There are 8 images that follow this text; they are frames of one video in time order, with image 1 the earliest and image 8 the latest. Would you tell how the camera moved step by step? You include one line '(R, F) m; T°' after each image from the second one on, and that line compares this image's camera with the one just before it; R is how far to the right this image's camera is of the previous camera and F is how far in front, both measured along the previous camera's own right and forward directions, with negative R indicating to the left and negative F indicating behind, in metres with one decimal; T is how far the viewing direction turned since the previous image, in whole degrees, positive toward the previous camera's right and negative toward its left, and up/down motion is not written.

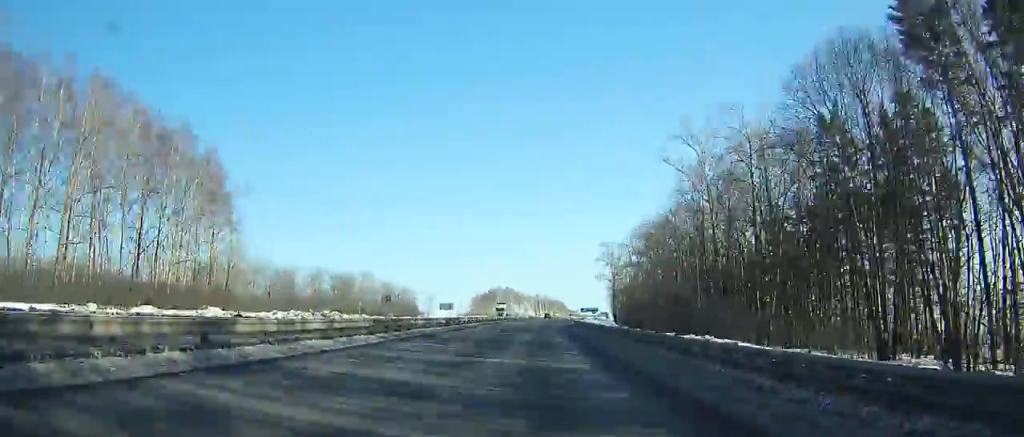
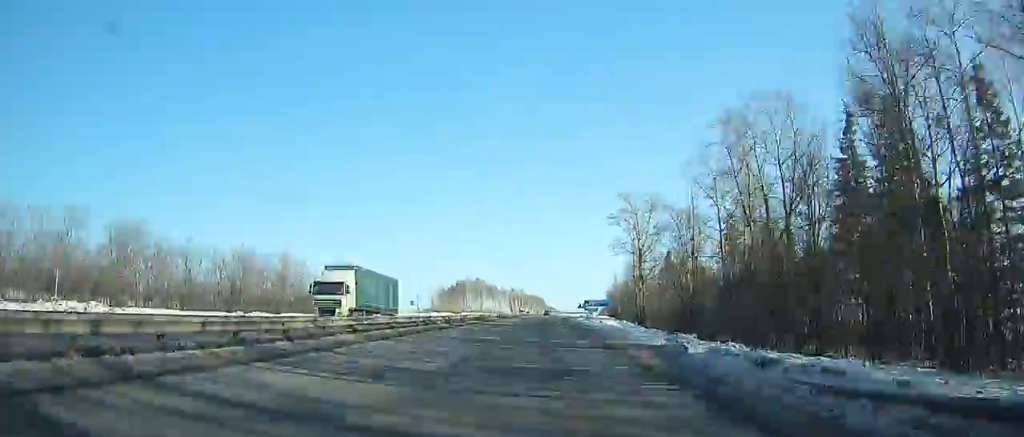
(-0.1, +60.1) m; +1°
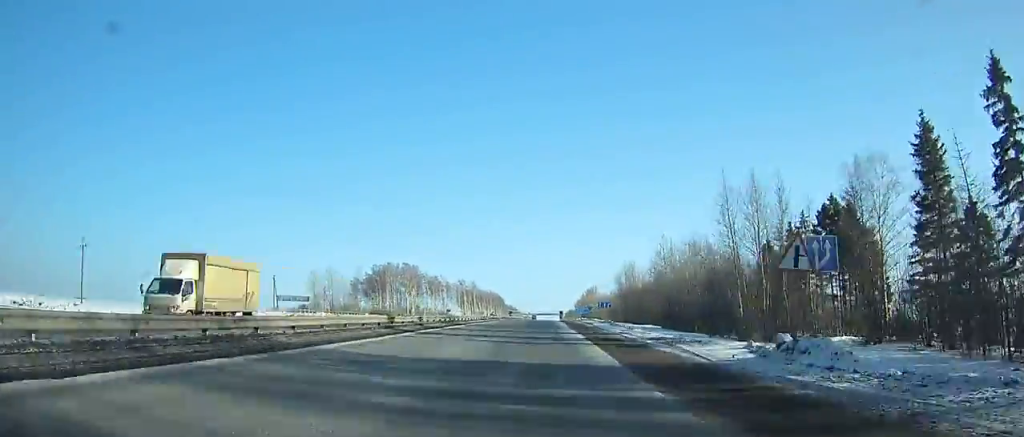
(+3.6, +112.2) m; +4°
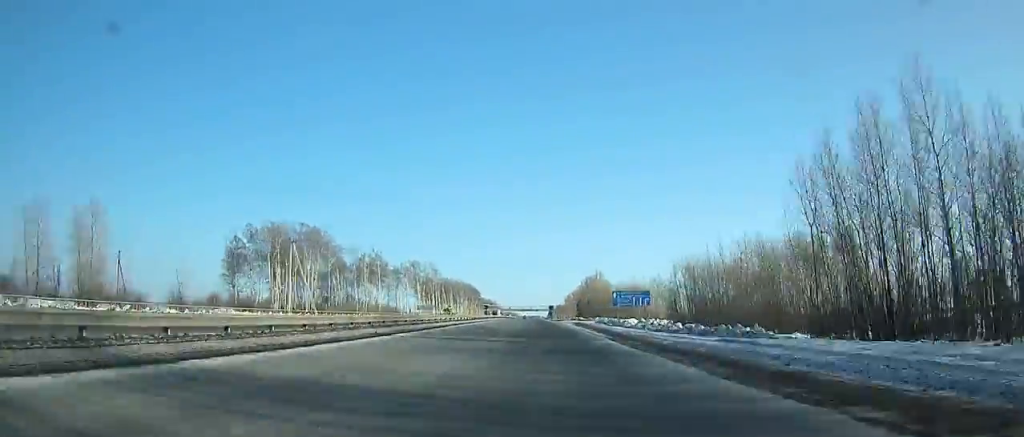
(+1.6, +96.9) m; +1°
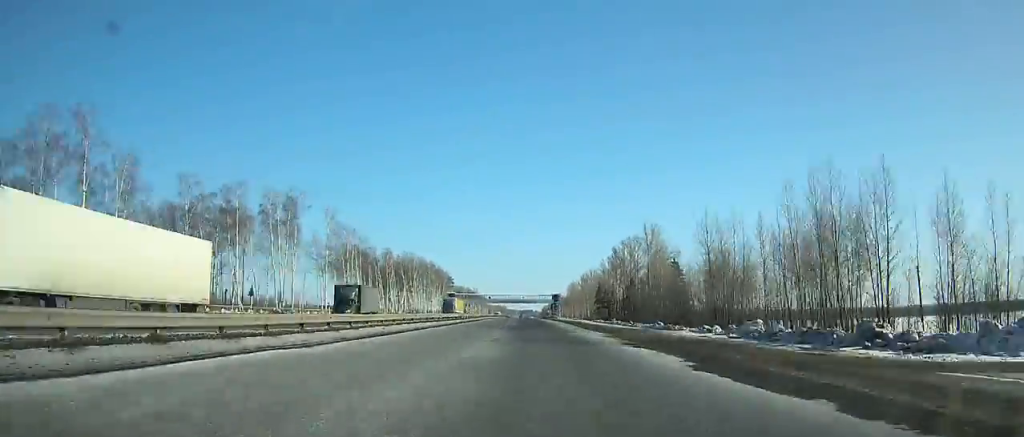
(+0.9, +125.9) m; +1°
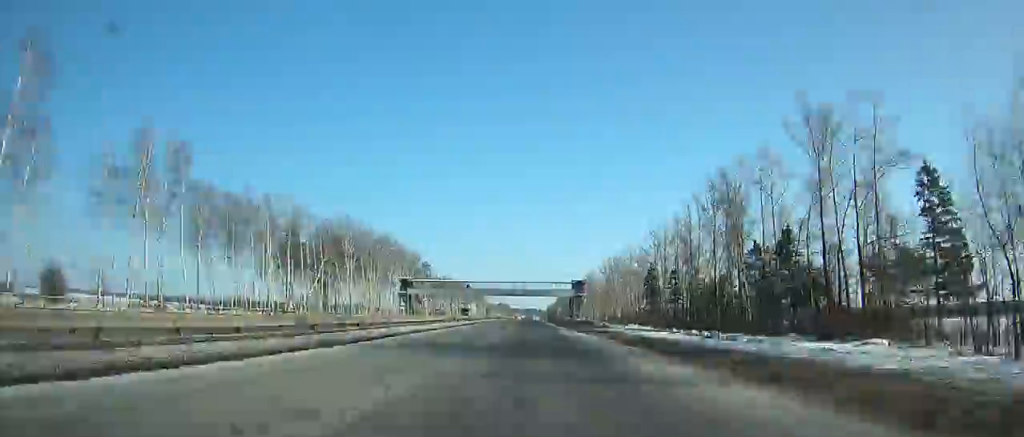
(+0.1, +86.6) m; 0°
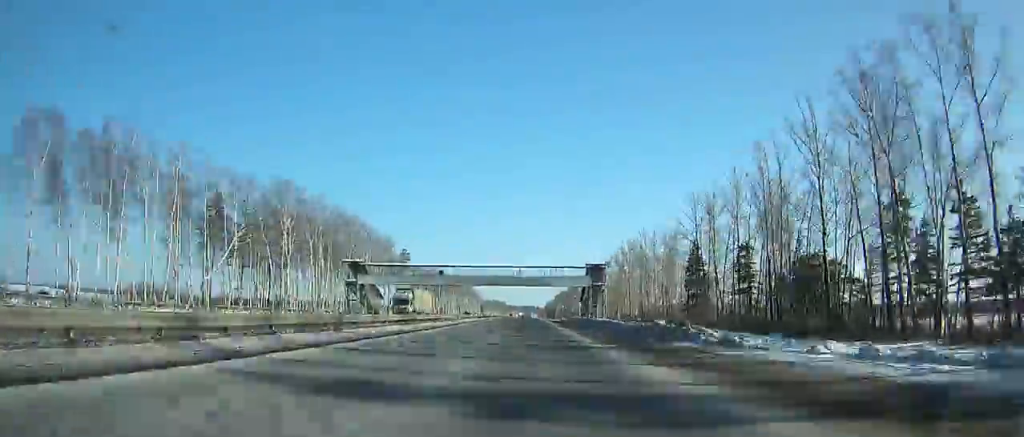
(+0.1, +36.9) m; 0°
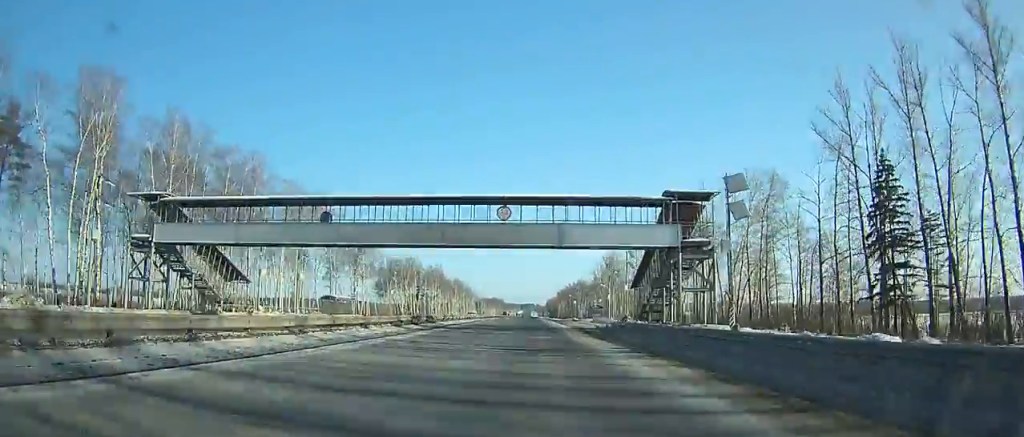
(+0.1, +52.8) m; 0°
